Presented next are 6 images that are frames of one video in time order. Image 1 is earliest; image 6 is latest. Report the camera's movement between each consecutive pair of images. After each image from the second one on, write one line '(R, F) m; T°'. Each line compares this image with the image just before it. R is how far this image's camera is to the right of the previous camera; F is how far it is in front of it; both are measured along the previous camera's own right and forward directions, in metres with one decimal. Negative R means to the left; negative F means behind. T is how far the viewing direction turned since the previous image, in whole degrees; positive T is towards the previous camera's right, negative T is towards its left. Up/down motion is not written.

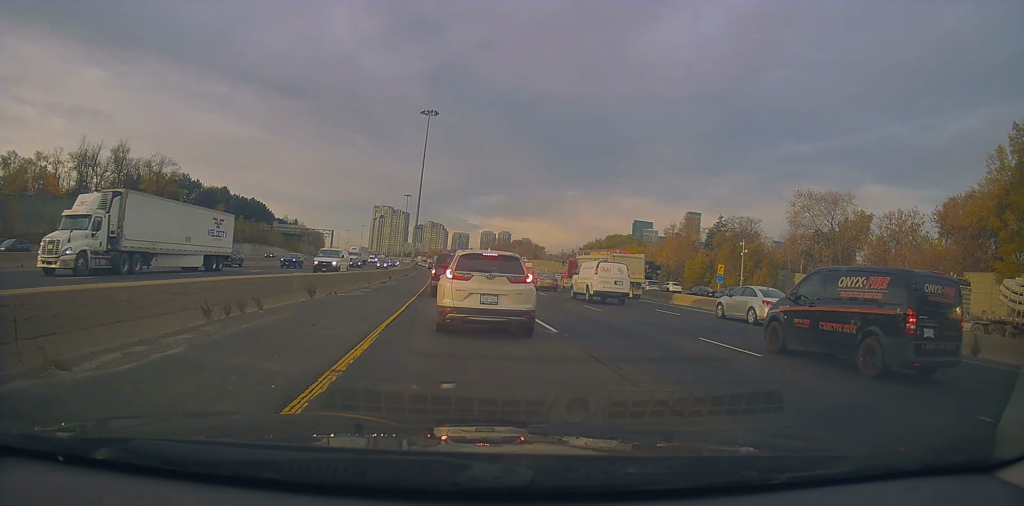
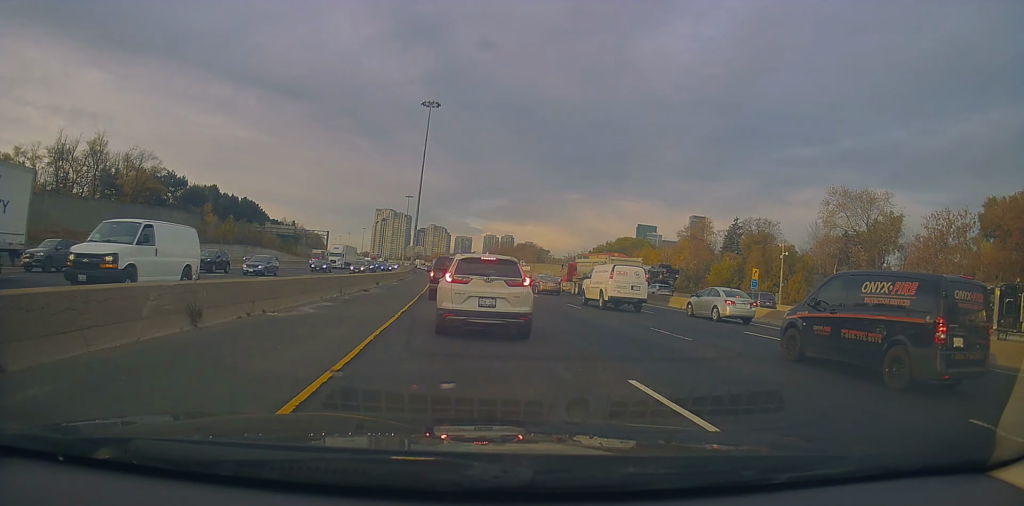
(-0.1, +9.1) m; -2°
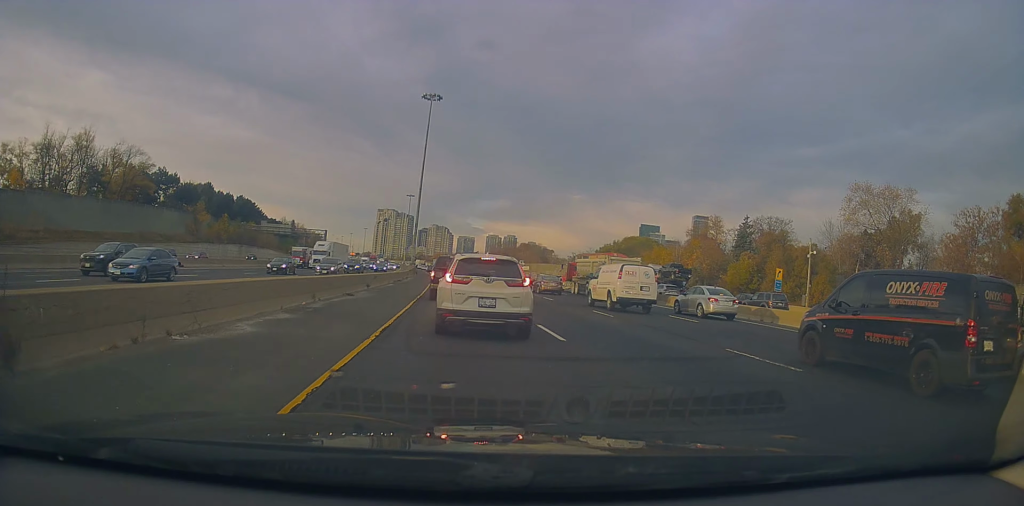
(-0.1, +5.1) m; -3°
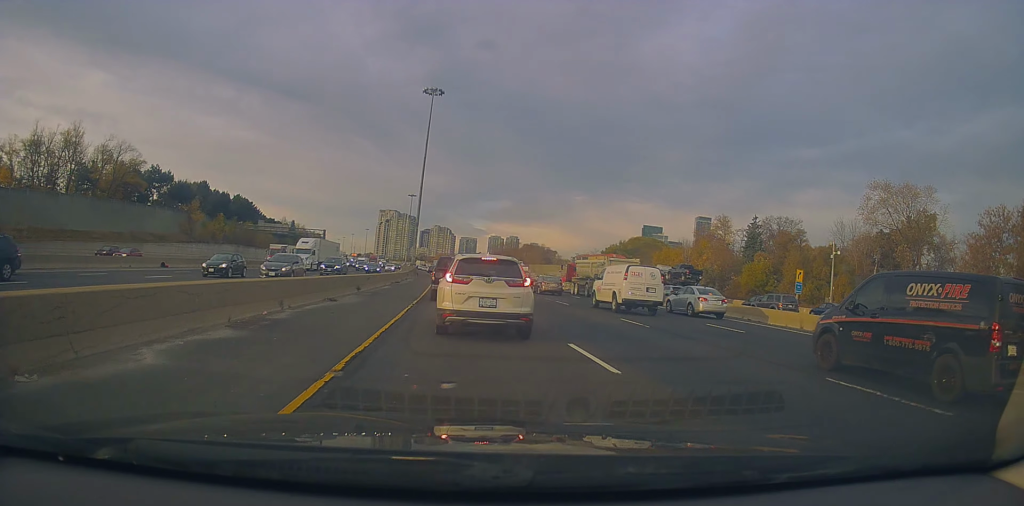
(0.0, +3.9) m; -2°
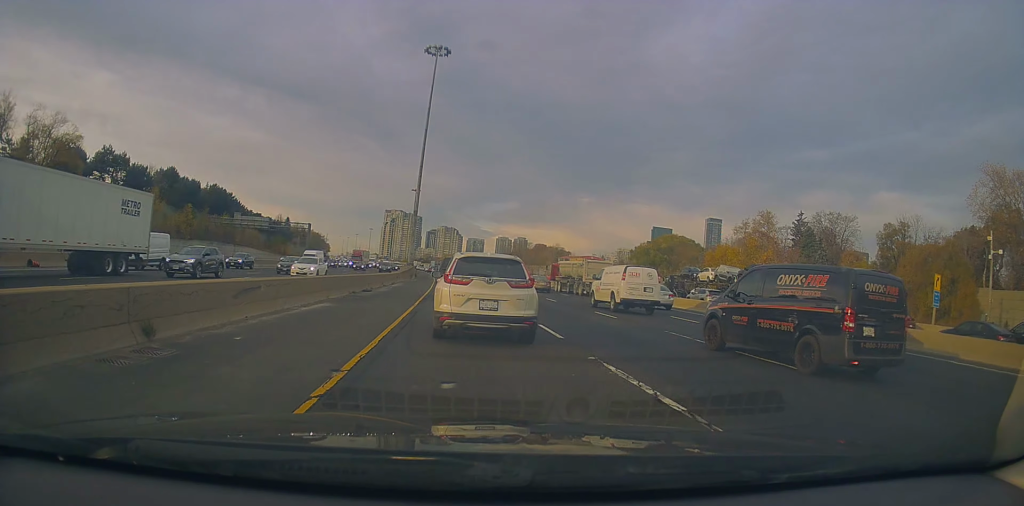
(+1.0, +20.6) m; +3°
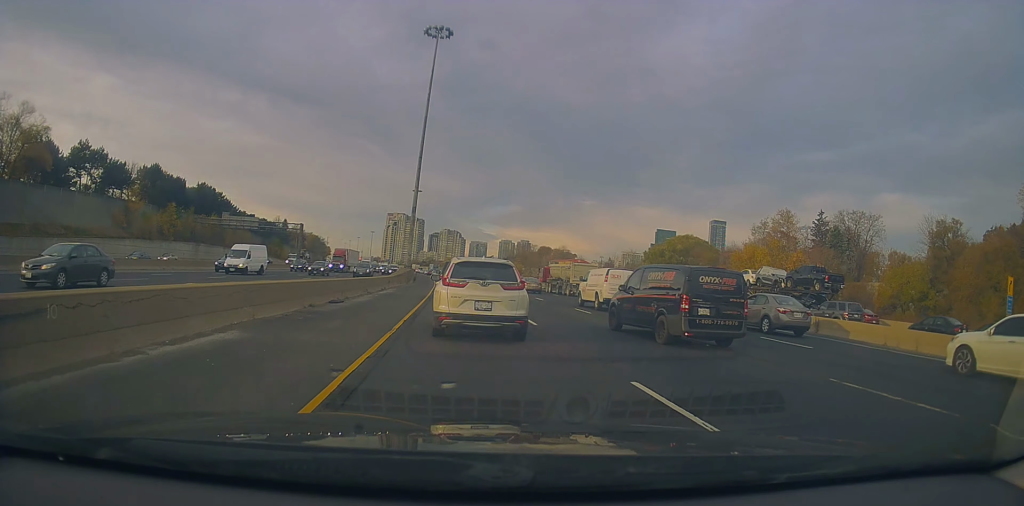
(-0.7, +8.3) m; -3°
